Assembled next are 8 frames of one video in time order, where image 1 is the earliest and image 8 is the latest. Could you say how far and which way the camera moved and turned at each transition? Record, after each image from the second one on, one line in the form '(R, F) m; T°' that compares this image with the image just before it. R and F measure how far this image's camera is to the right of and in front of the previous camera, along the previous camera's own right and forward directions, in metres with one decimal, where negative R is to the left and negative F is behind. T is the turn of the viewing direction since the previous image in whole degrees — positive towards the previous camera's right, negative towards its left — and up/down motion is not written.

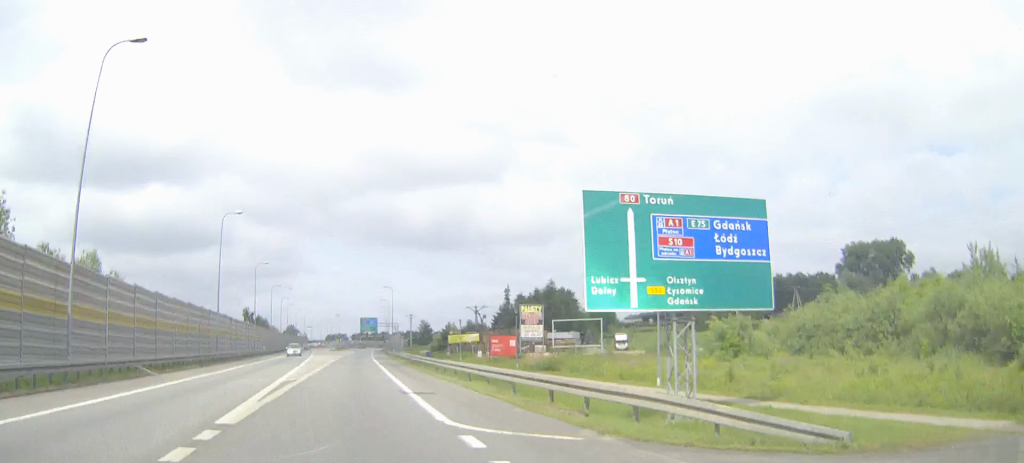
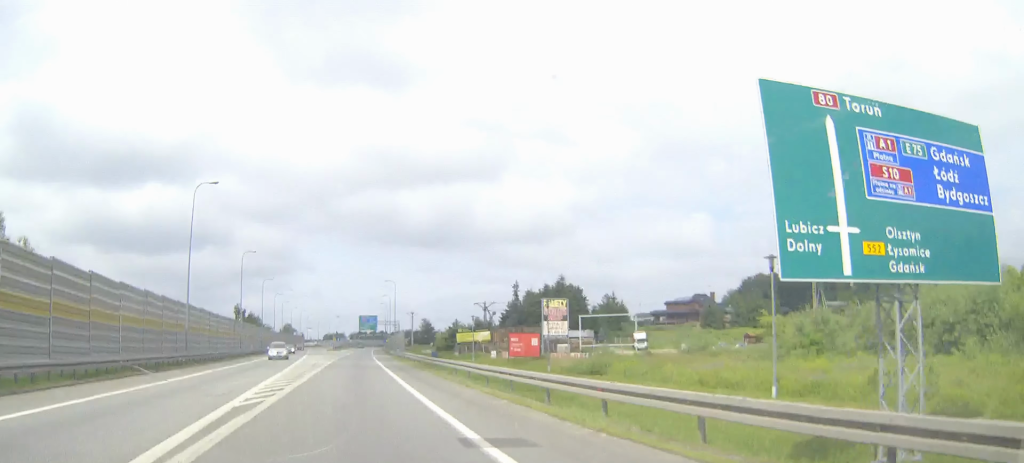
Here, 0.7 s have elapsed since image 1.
(0.0, +11.8) m; 0°
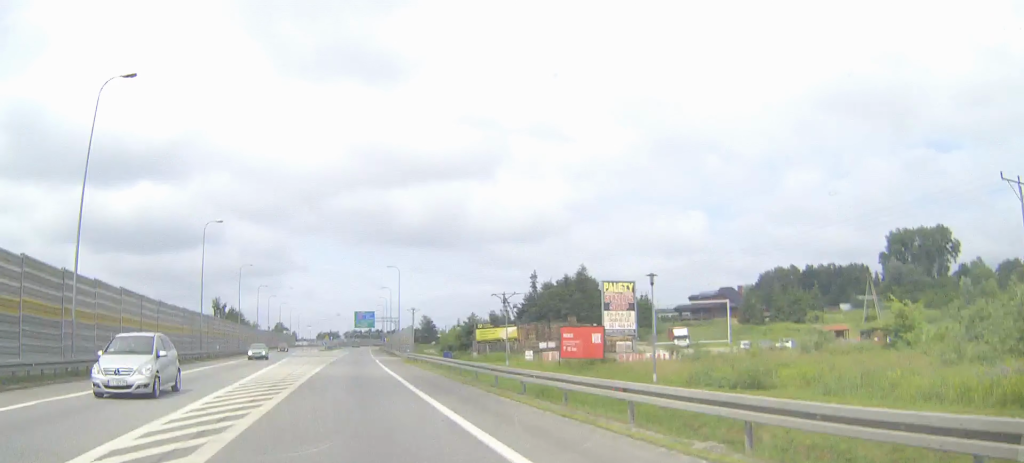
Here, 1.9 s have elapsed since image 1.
(0.0, +21.2) m; 0°
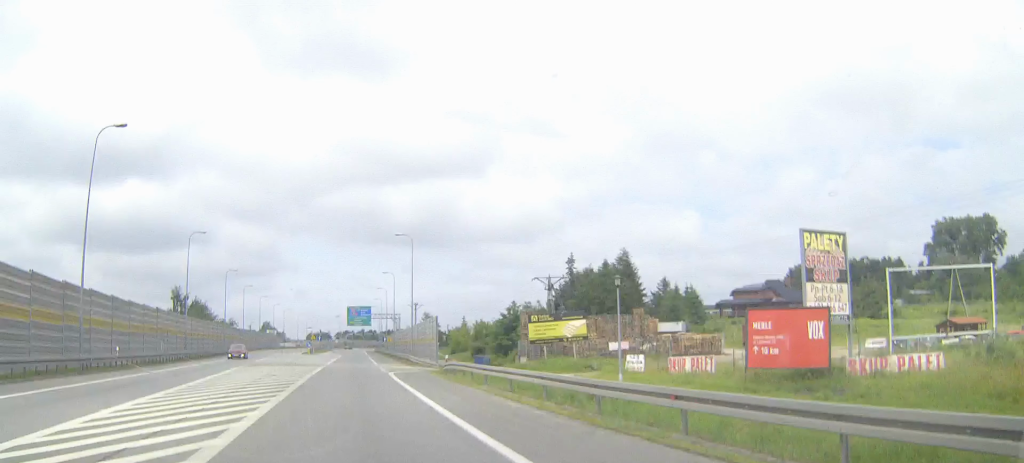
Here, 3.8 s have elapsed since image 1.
(+0.3, +30.3) m; +1°
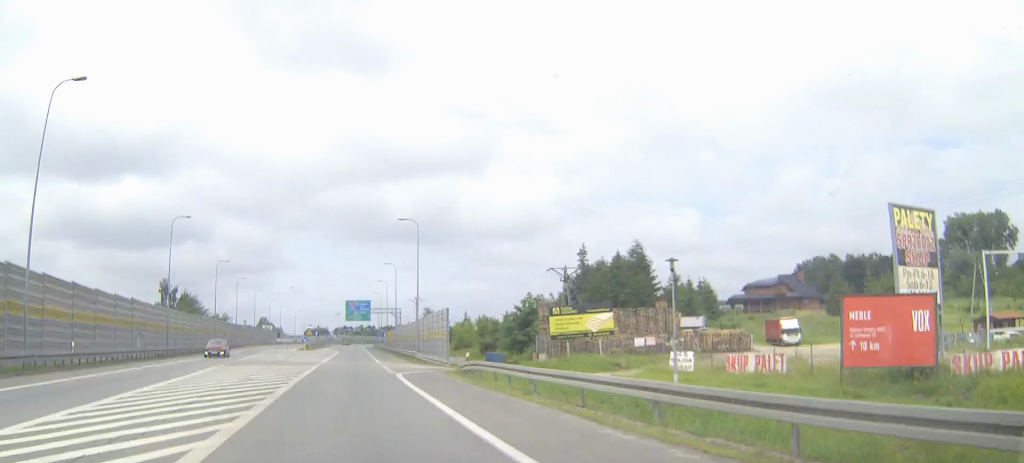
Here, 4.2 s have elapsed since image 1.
(0.0, +7.1) m; 0°
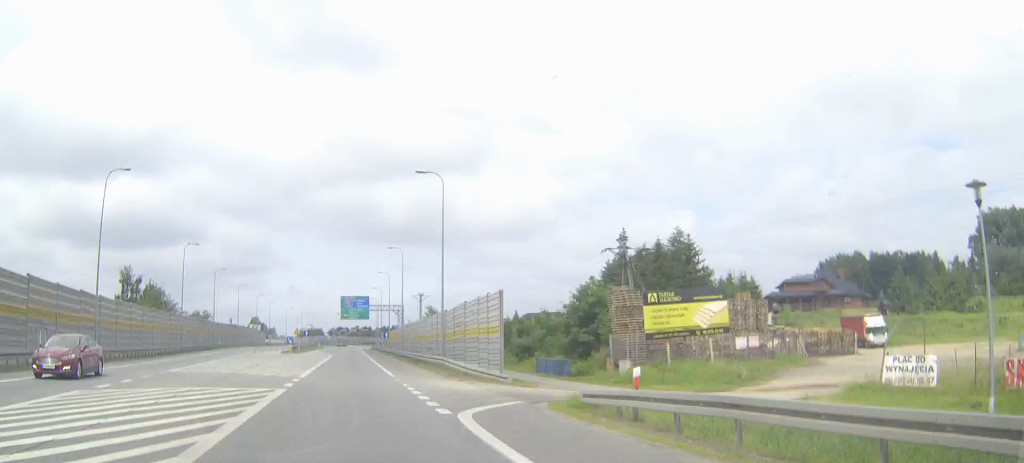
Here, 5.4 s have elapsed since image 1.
(+0.1, +18.6) m; 0°
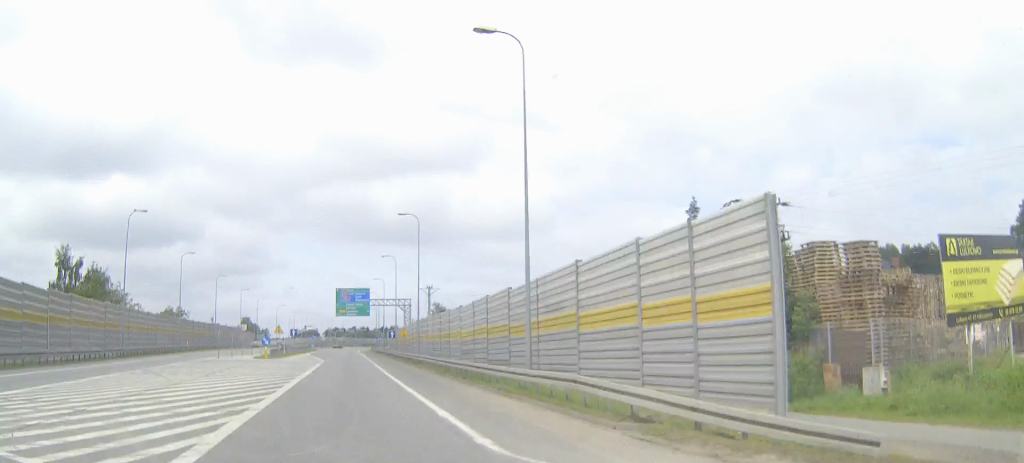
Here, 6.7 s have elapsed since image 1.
(-0.1, +21.8) m; 0°
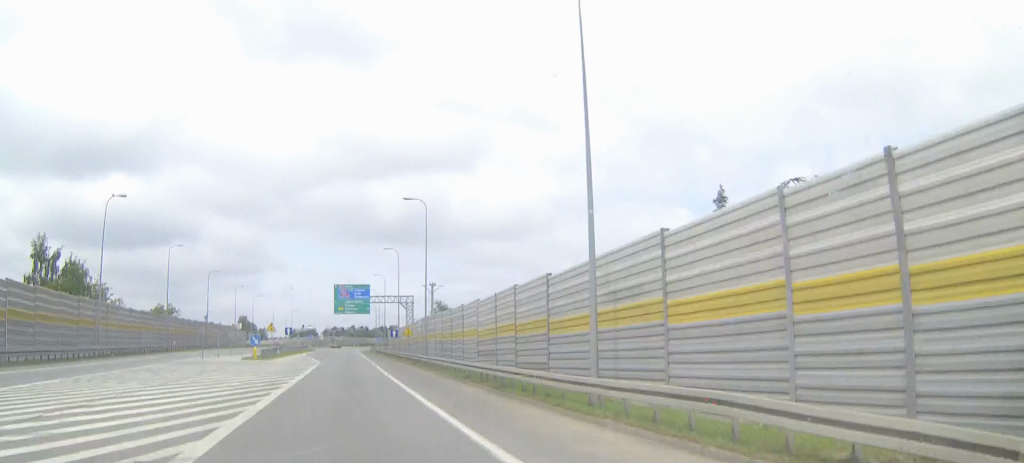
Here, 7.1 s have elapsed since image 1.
(0.0, +6.4) m; 0°
